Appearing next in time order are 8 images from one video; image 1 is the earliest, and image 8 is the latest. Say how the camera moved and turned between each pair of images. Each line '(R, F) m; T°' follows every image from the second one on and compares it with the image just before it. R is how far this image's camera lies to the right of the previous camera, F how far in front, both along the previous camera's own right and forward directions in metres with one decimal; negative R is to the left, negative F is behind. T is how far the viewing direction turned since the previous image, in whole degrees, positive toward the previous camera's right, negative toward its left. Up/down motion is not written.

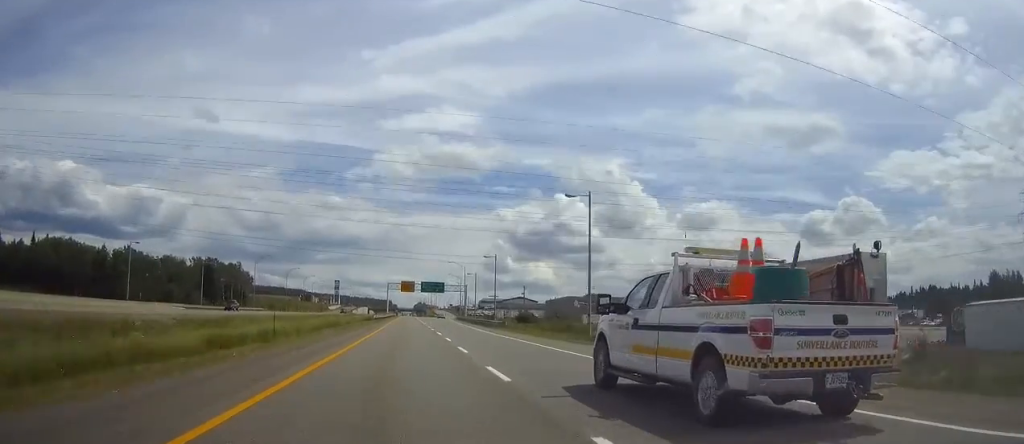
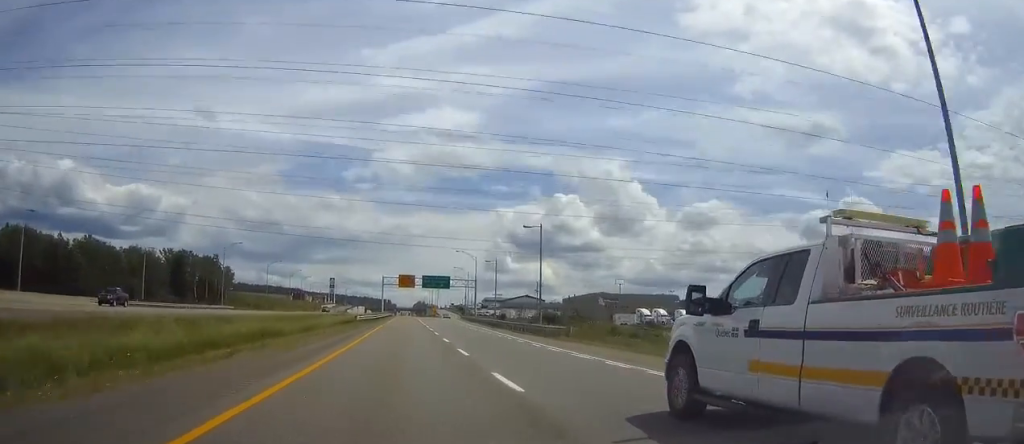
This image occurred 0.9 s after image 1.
(0.0, +27.8) m; 0°
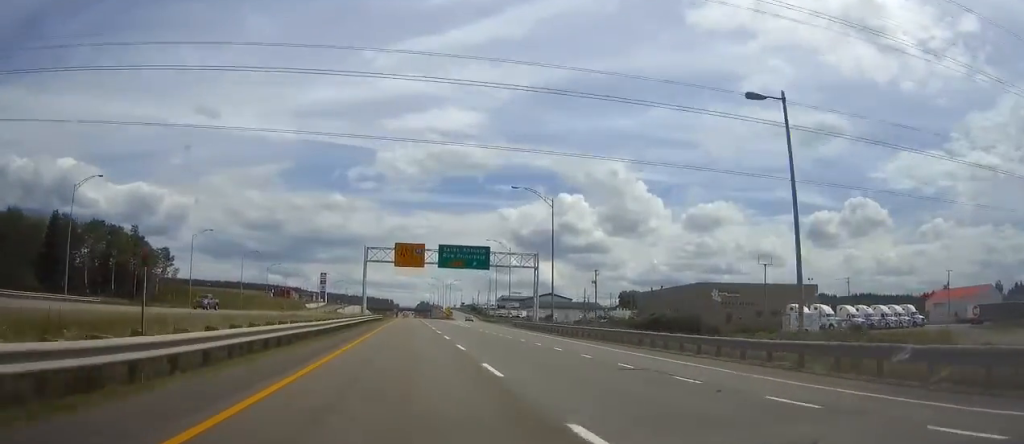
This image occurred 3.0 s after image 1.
(0.0, +68.2) m; 0°
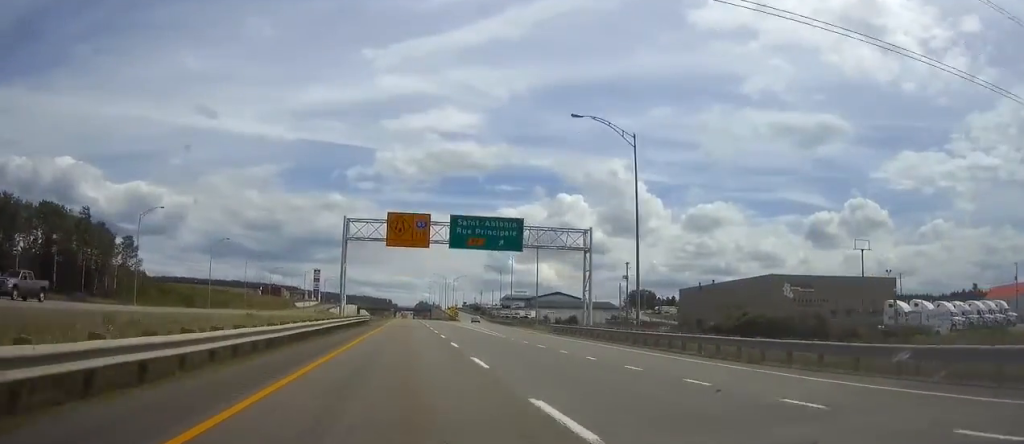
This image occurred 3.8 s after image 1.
(0.0, +24.4) m; 0°
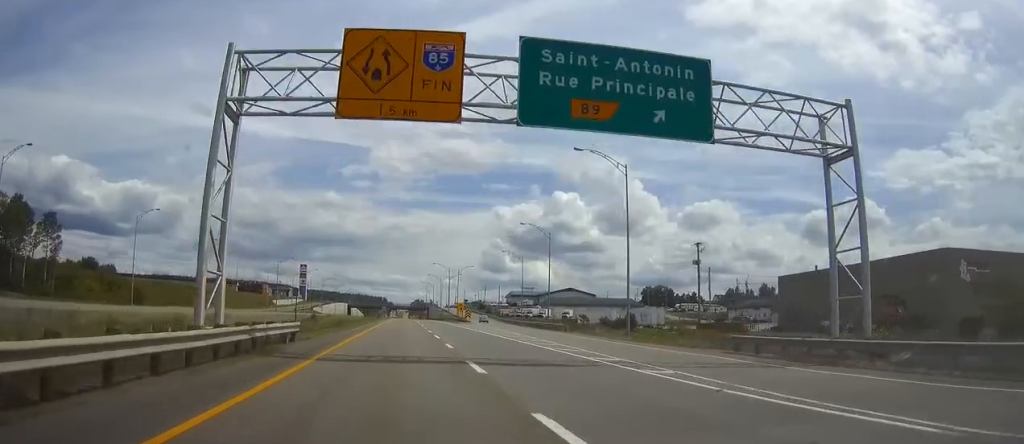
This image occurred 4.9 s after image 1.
(0.0, +37.1) m; 0°
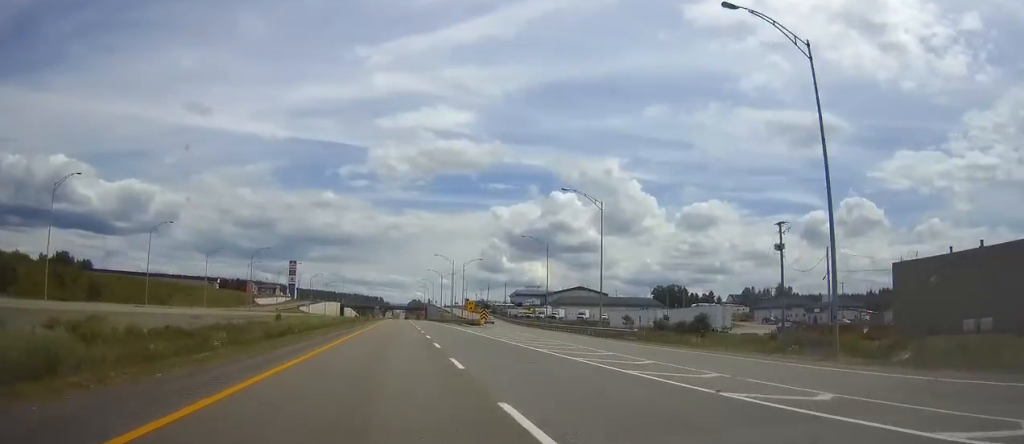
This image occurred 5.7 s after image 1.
(0.0, +25.4) m; 0°
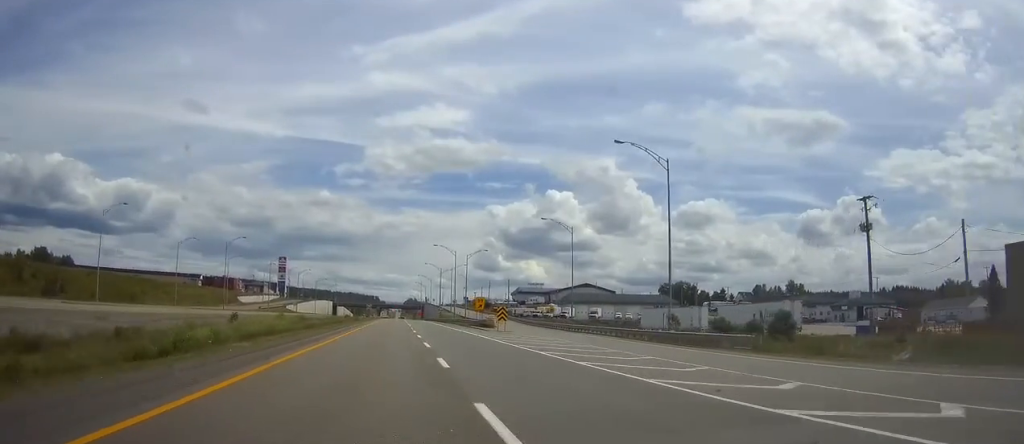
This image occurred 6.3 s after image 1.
(0.0, +18.0) m; 0°
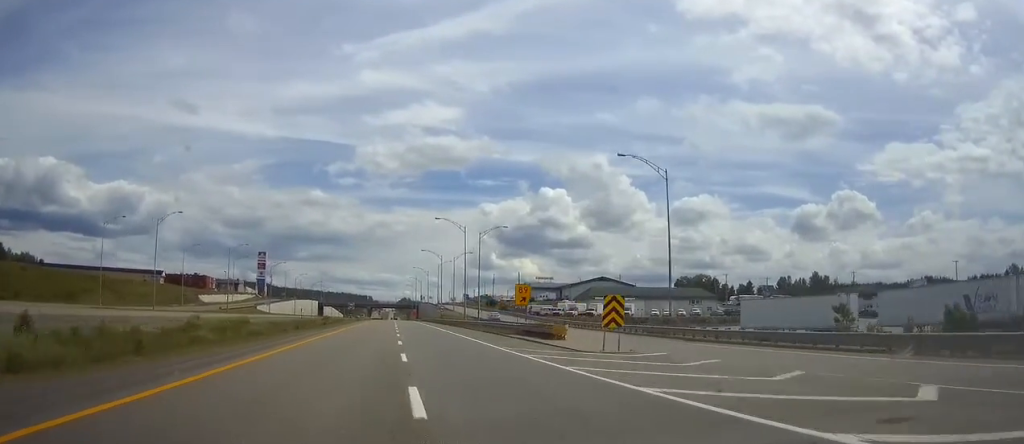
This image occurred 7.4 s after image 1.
(0.0, +33.7) m; 0°
